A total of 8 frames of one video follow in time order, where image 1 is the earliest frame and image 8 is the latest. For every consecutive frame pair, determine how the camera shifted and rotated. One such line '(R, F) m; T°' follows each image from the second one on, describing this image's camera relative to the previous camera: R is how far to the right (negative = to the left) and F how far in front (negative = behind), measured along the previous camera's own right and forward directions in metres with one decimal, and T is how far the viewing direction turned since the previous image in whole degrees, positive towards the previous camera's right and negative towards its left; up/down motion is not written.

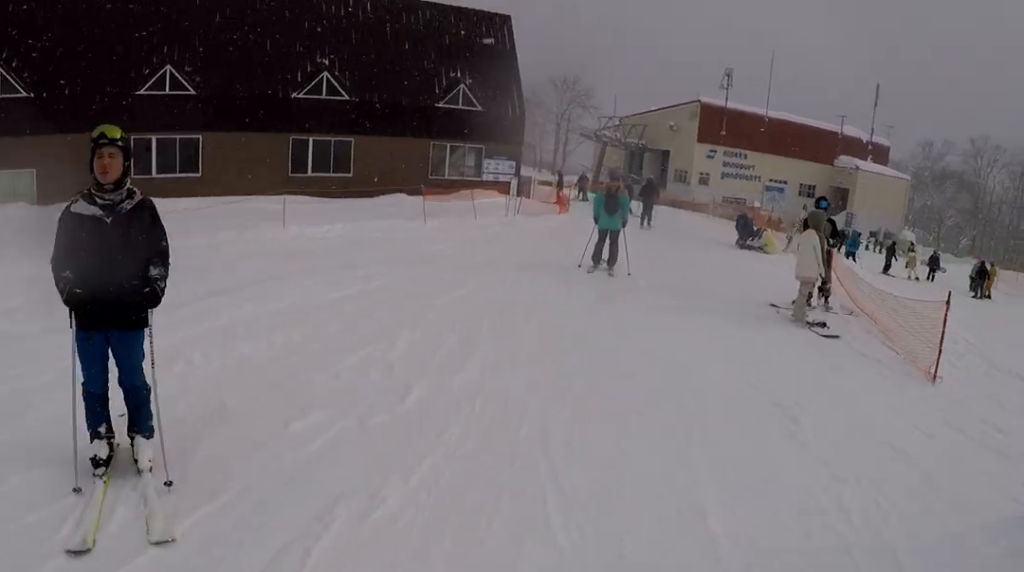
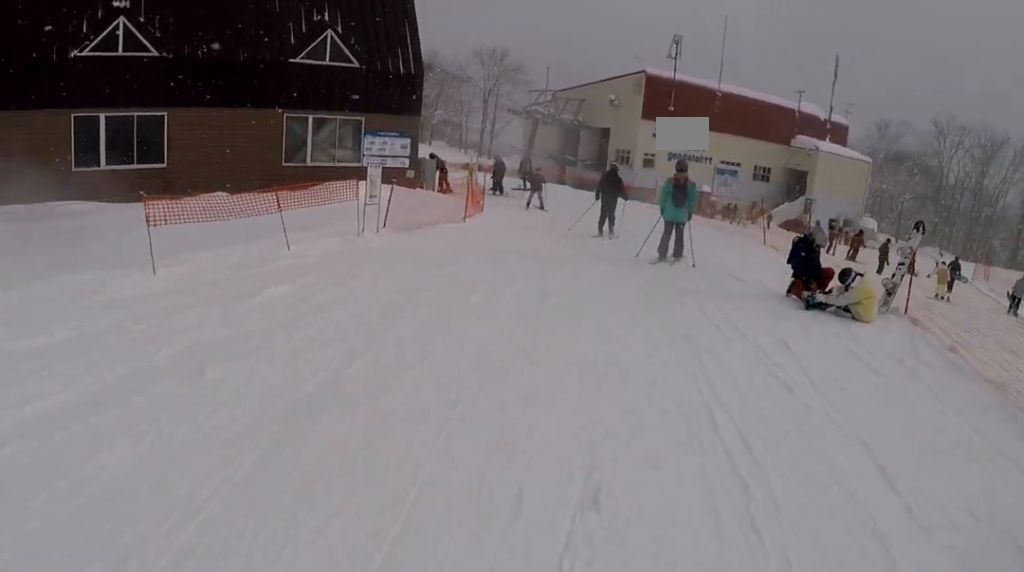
(+1.2, +9.3) m; +2°
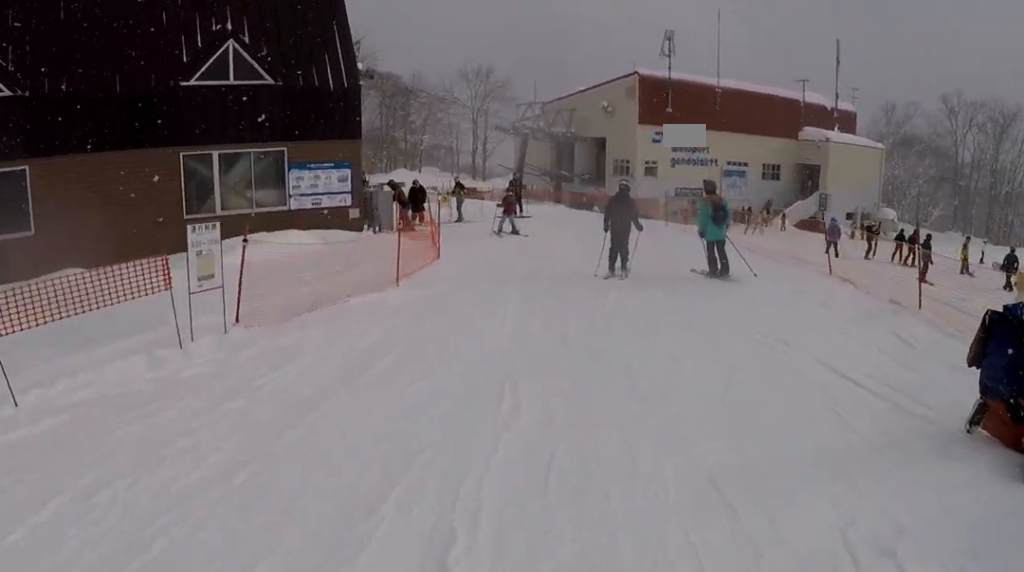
(-0.4, +5.5) m; +2°
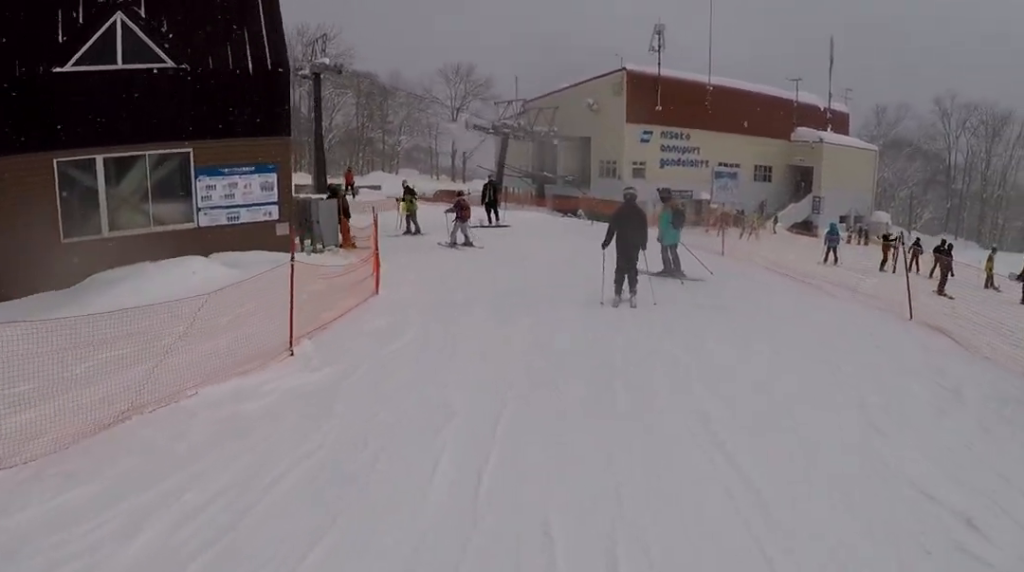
(+0.4, +4.3) m; +9°
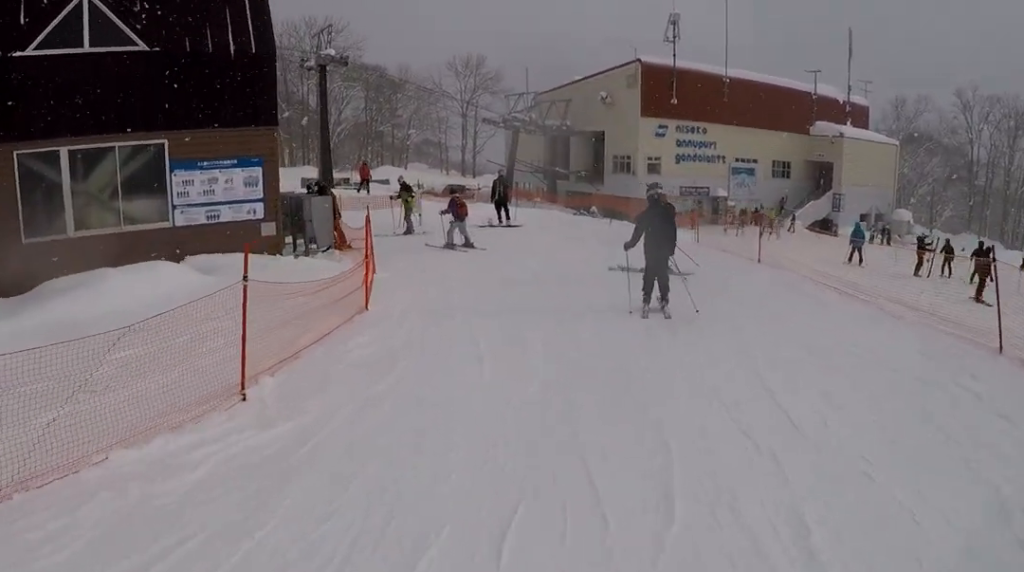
(+0.2, +1.6) m; -3°
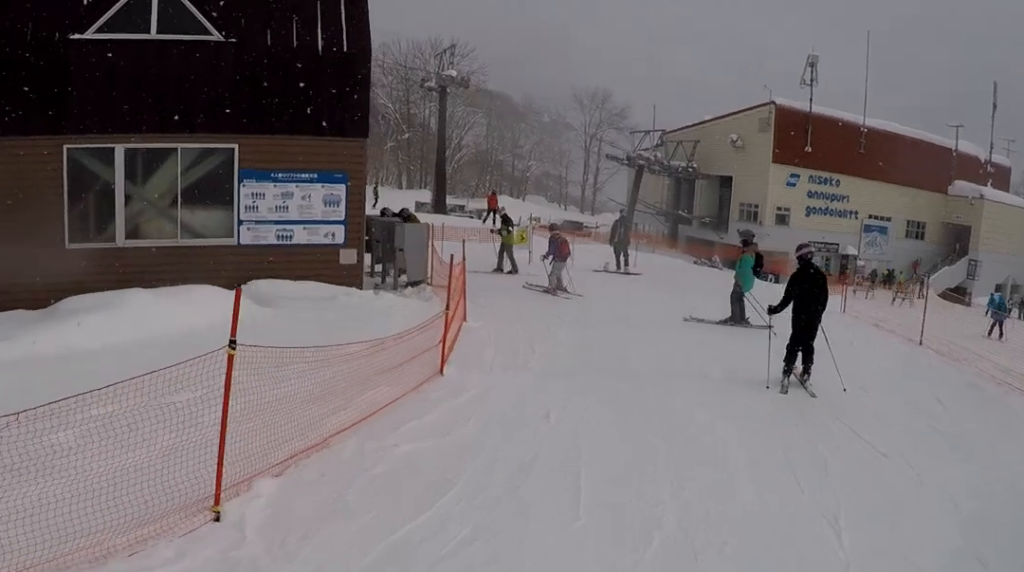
(+0.4, +2.1) m; -4°
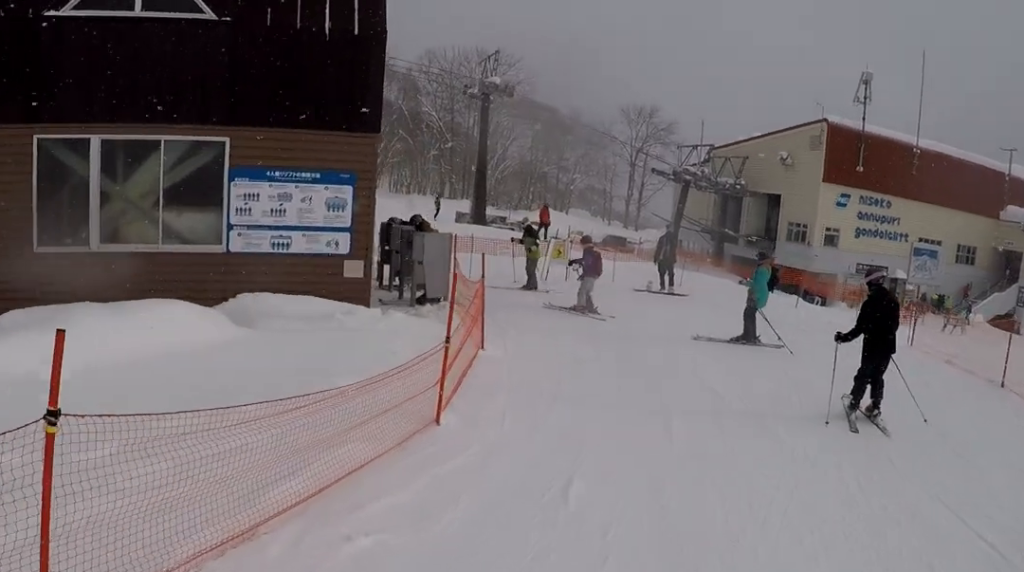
(-0.4, +1.5) m; -6°
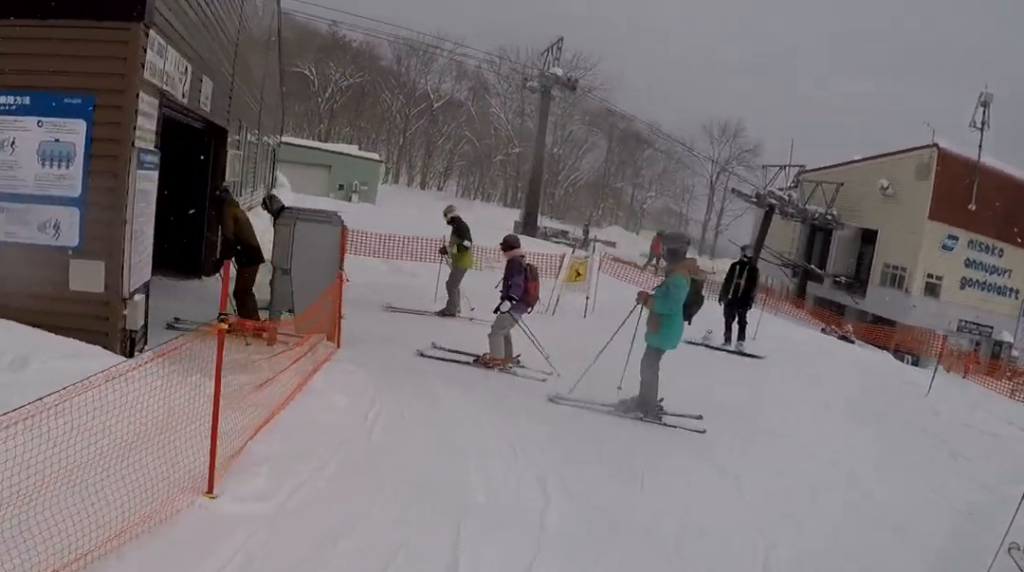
(-0.9, +5.7) m; -9°
